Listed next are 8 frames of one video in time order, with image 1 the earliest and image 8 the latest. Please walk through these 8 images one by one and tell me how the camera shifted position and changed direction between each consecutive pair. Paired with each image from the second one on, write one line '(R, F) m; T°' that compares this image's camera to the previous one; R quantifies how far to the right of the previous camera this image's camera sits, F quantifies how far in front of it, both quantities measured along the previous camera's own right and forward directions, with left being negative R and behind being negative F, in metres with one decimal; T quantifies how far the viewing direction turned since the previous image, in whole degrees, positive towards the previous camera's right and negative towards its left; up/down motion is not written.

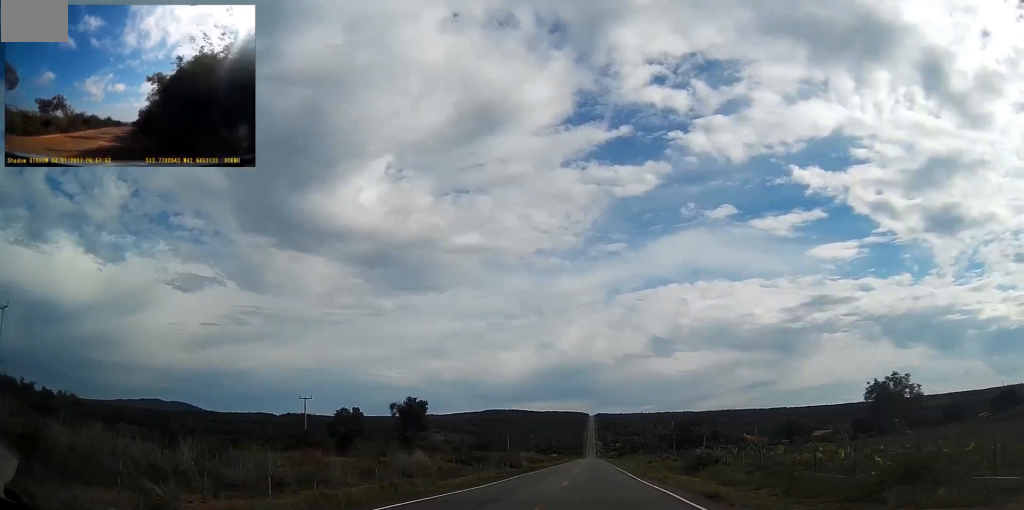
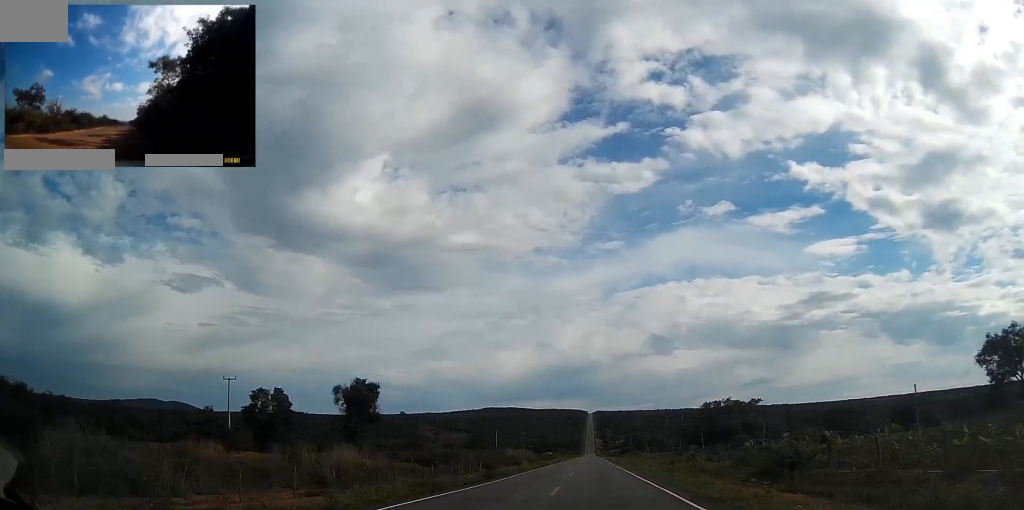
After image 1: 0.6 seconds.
(-0.1, +22.7) m; 0°
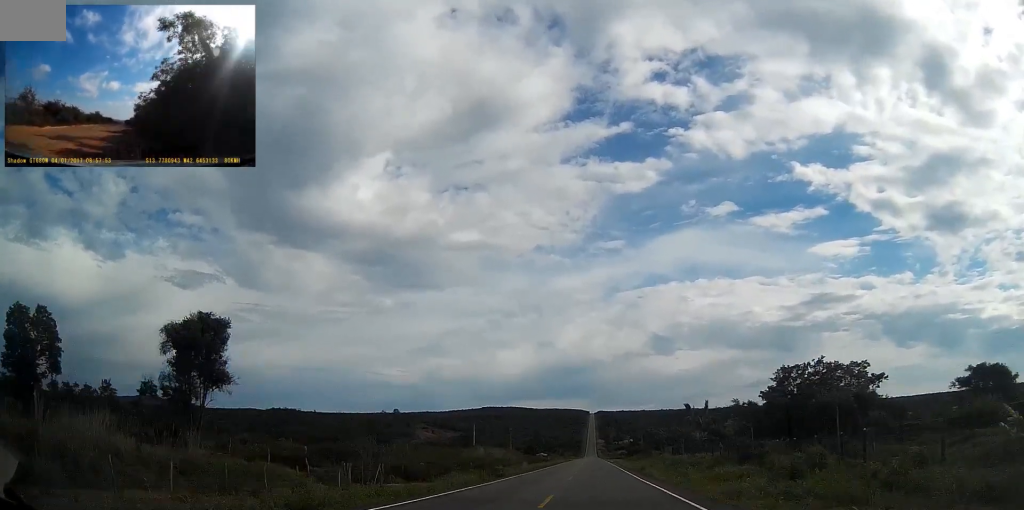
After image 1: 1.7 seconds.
(+0.3, +37.0) m; +1°
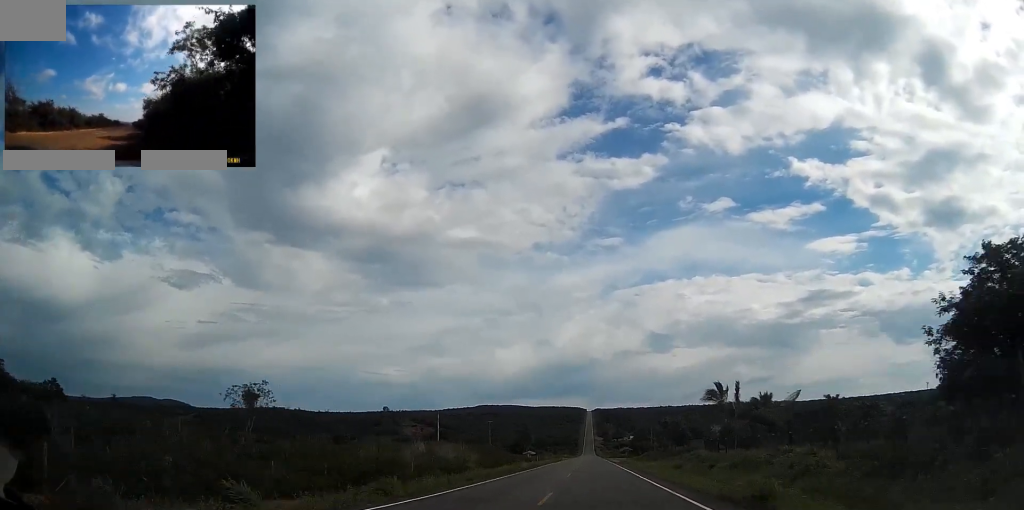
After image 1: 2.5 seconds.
(+0.2, +29.9) m; 0°
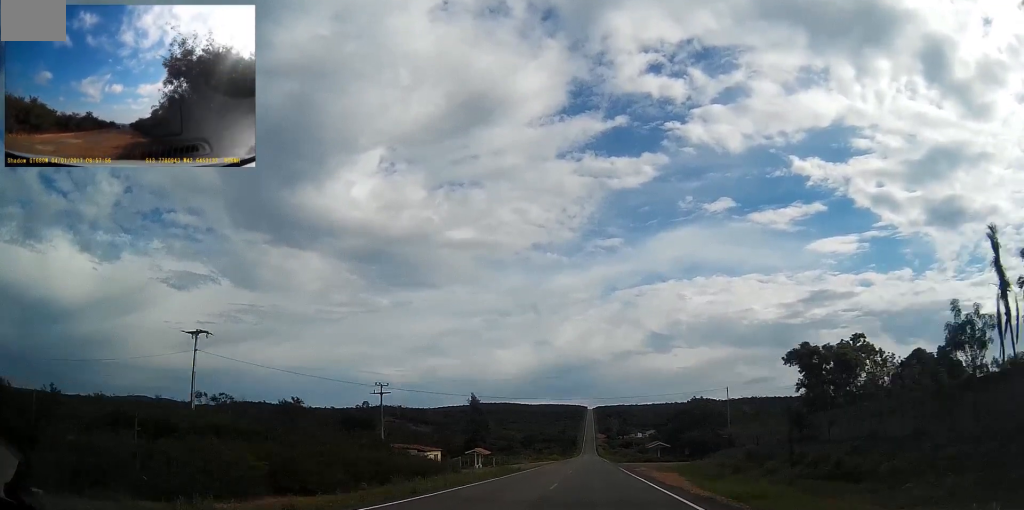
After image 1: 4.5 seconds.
(-0.2, +71.7) m; 0°
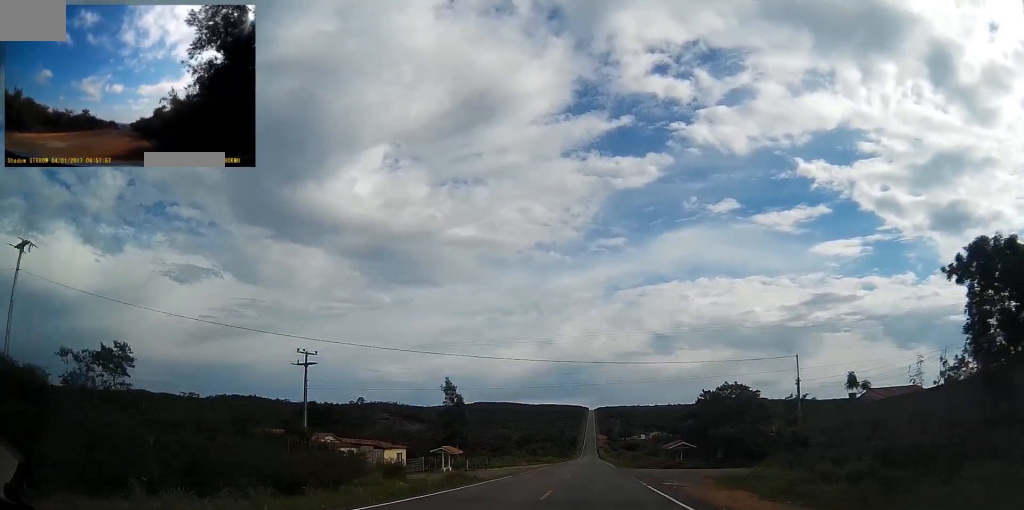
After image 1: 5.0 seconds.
(0.0, +18.7) m; 0°
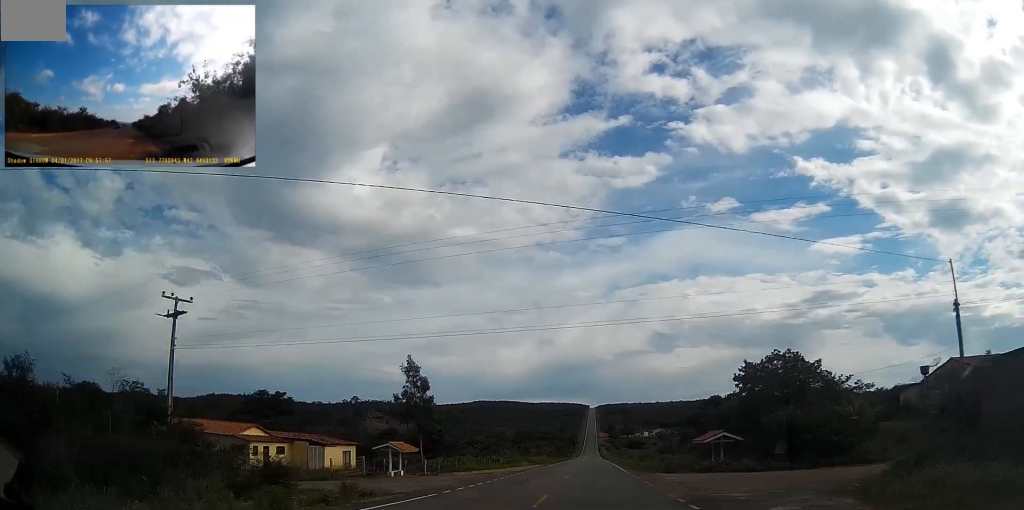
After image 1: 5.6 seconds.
(0.0, +18.9) m; 0°
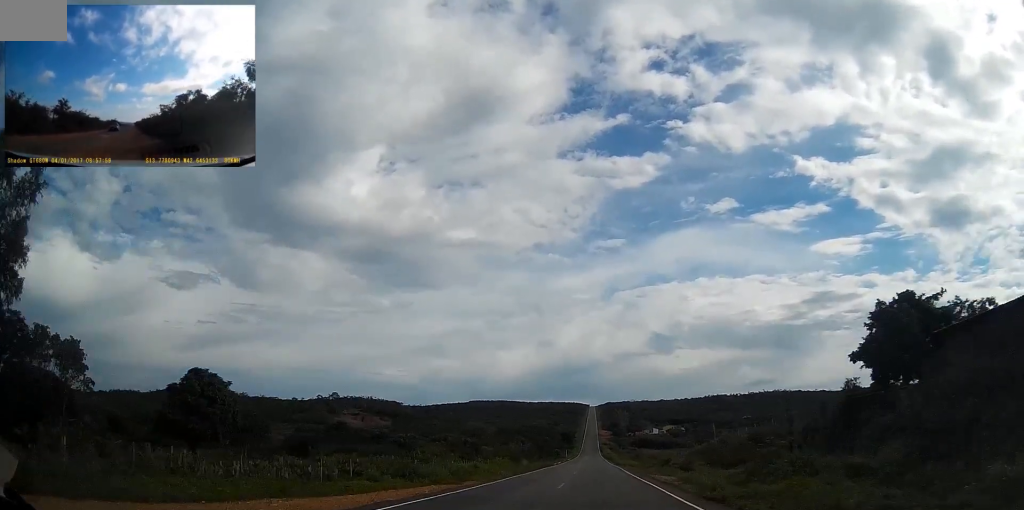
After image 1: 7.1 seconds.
(-0.7, +55.7) m; 0°
